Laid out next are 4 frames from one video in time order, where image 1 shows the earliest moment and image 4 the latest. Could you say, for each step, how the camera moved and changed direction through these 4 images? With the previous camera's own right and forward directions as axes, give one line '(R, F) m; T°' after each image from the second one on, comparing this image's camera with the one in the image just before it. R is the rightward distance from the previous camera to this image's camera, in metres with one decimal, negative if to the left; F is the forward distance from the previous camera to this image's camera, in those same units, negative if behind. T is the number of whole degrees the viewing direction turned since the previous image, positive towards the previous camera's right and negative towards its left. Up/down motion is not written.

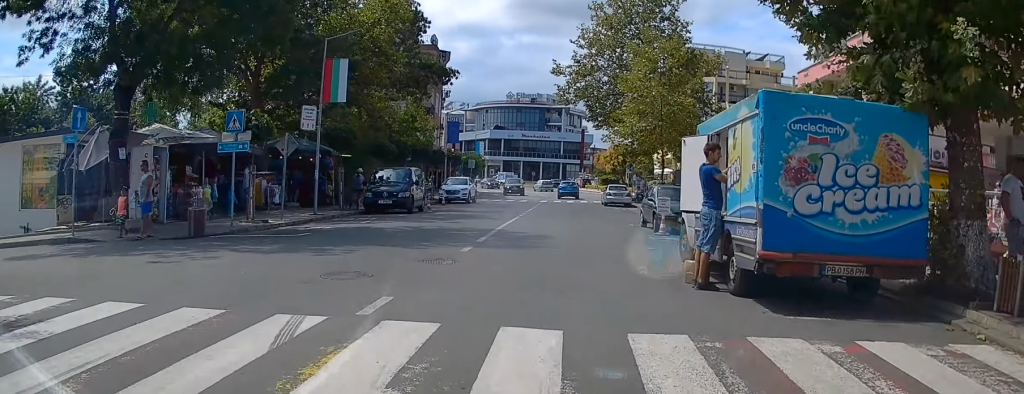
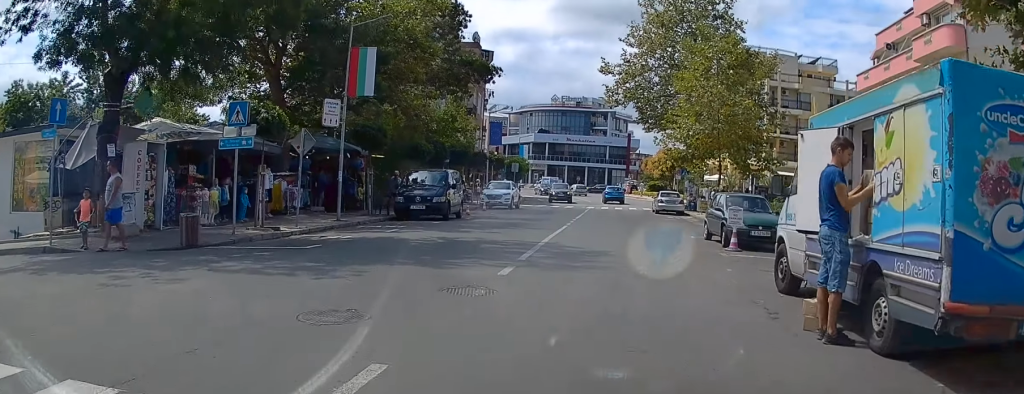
(-0.2, +2.4) m; -3°
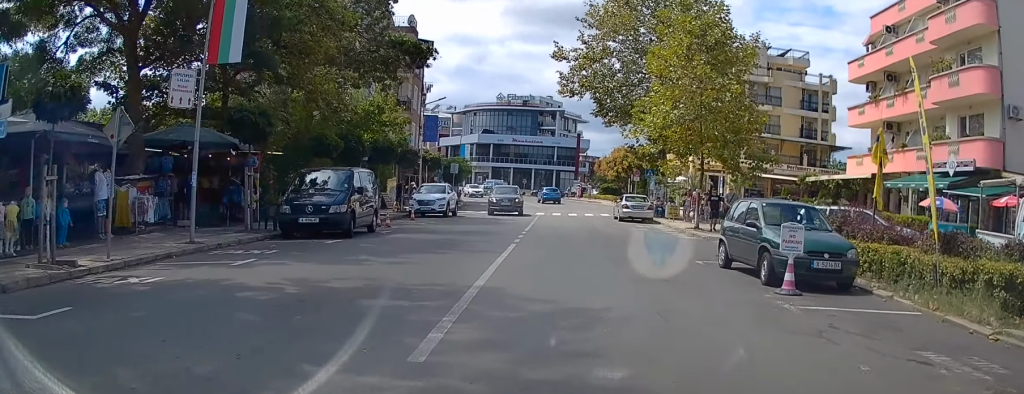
(-0.2, +6.5) m; -2°
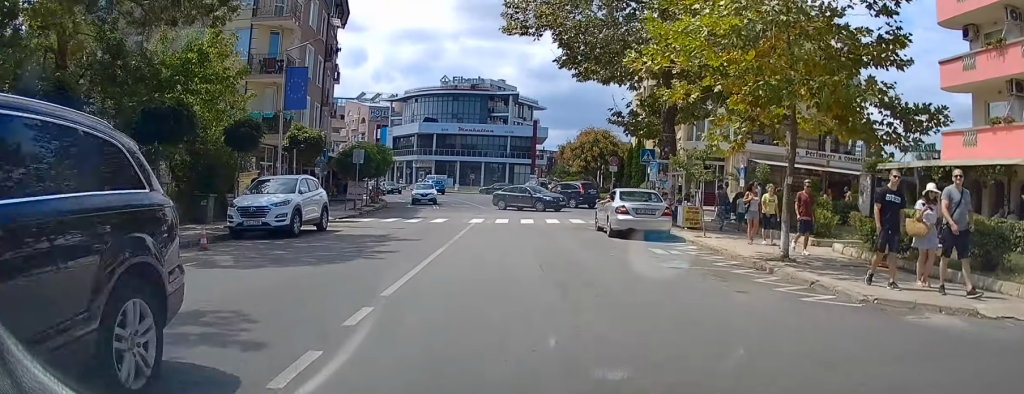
(0.0, +15.0) m; 0°
